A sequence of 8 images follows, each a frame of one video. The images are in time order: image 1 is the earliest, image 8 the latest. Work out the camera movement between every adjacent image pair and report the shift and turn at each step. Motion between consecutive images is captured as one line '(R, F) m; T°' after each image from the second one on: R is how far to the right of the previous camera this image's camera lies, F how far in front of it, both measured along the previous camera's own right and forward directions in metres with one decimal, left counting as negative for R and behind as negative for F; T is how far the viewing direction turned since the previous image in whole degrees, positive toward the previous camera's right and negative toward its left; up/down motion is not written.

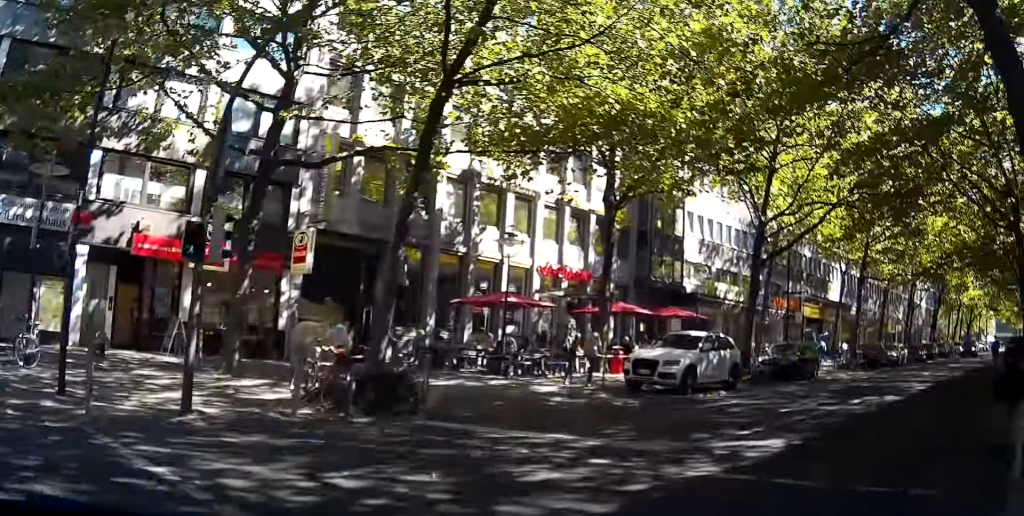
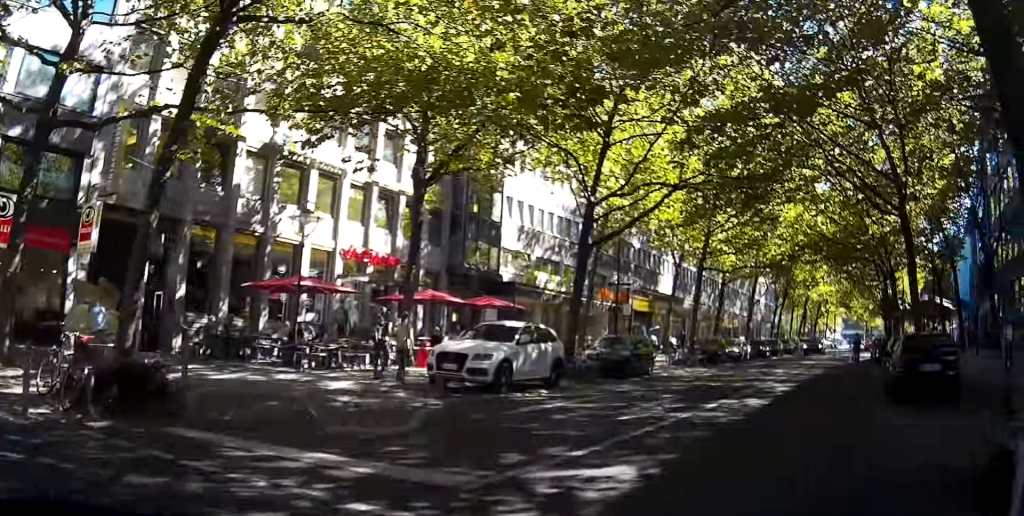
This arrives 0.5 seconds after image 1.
(+0.3, +1.9) m; +10°
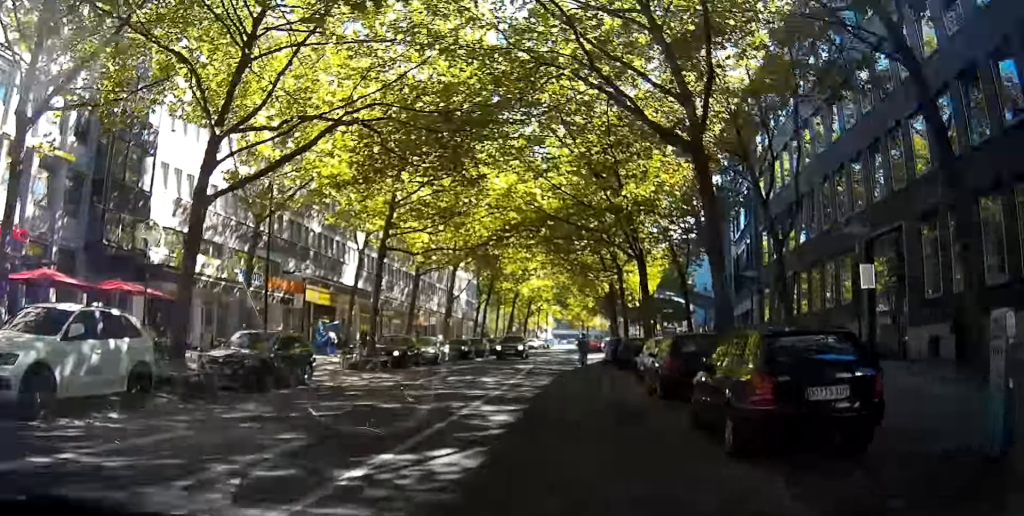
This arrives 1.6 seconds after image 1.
(+1.2, +4.9) m; +16°
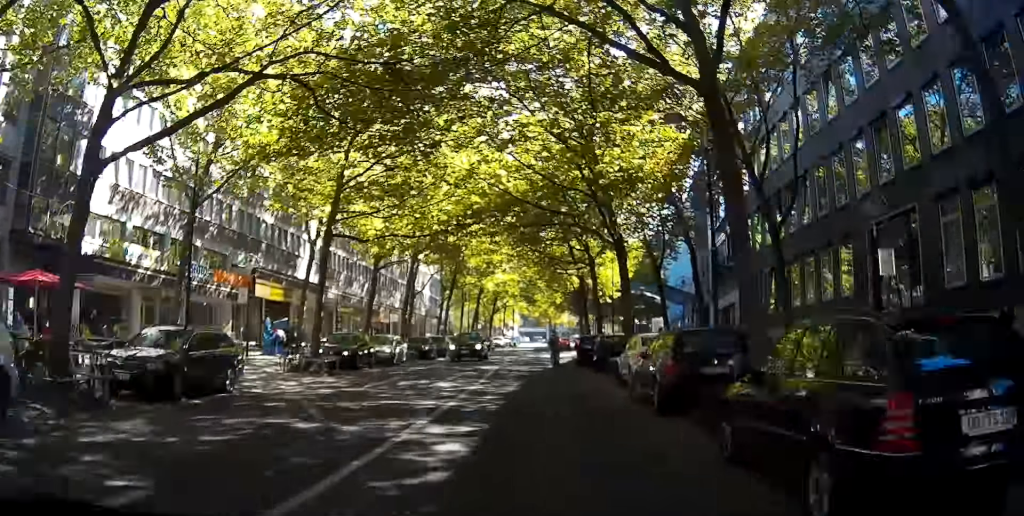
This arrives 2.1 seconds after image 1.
(+0.1, +2.2) m; +2°
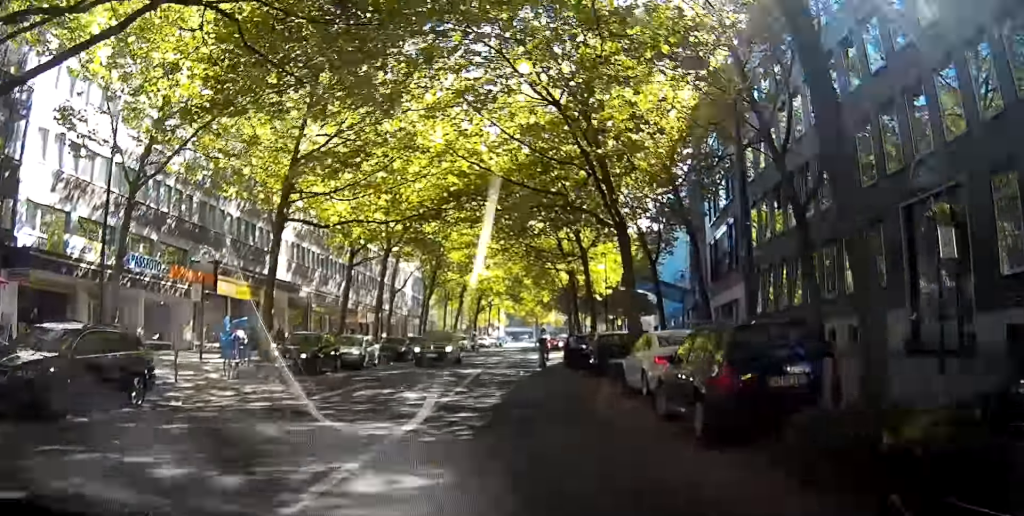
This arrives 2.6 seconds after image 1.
(0.0, +3.0) m; +1°
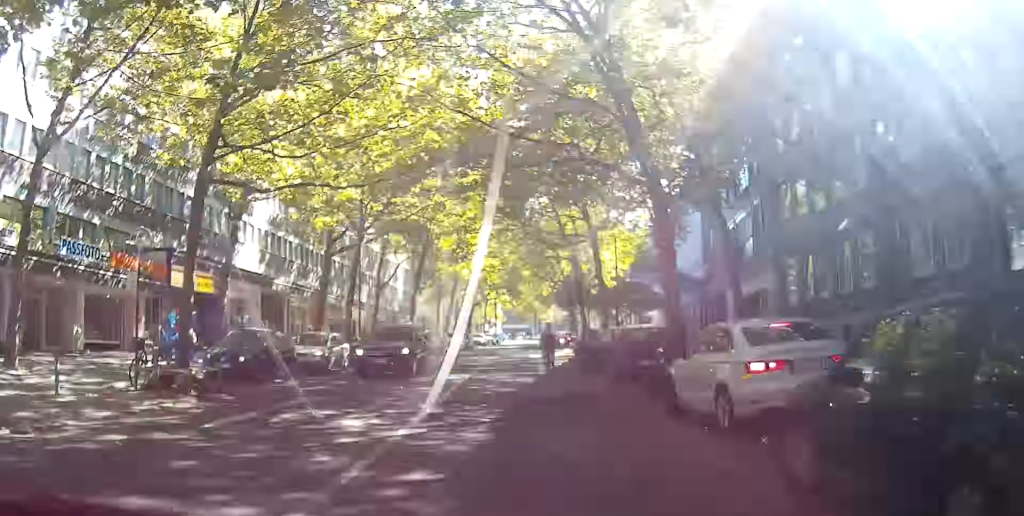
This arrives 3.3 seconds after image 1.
(0.0, +4.5) m; +1°
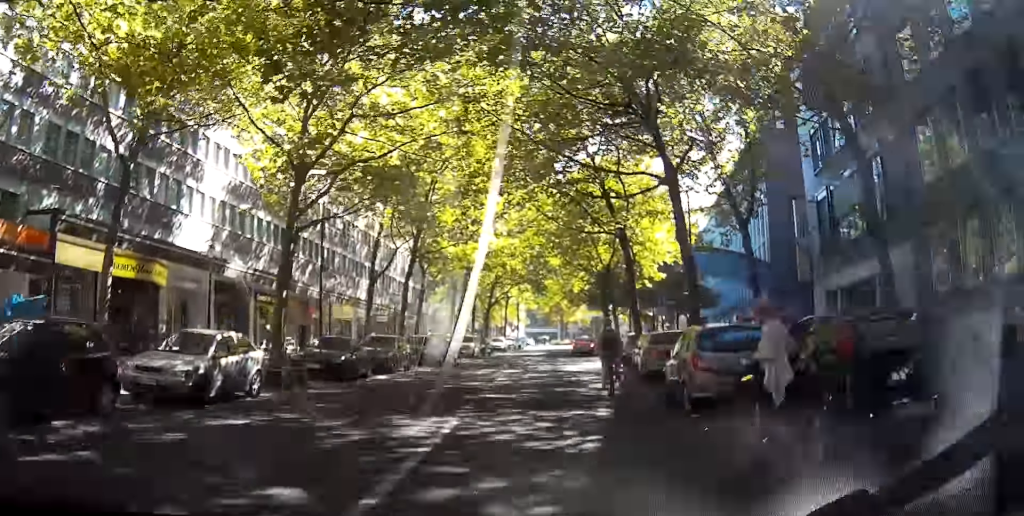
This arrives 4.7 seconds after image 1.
(+0.4, +10.6) m; +7°
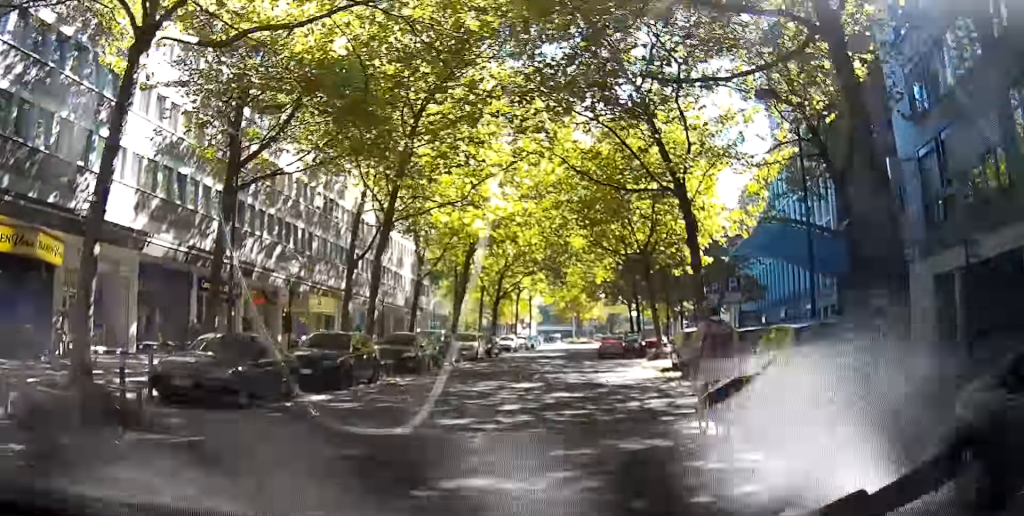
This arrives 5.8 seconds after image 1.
(+0.8, +9.3) m; +4°
